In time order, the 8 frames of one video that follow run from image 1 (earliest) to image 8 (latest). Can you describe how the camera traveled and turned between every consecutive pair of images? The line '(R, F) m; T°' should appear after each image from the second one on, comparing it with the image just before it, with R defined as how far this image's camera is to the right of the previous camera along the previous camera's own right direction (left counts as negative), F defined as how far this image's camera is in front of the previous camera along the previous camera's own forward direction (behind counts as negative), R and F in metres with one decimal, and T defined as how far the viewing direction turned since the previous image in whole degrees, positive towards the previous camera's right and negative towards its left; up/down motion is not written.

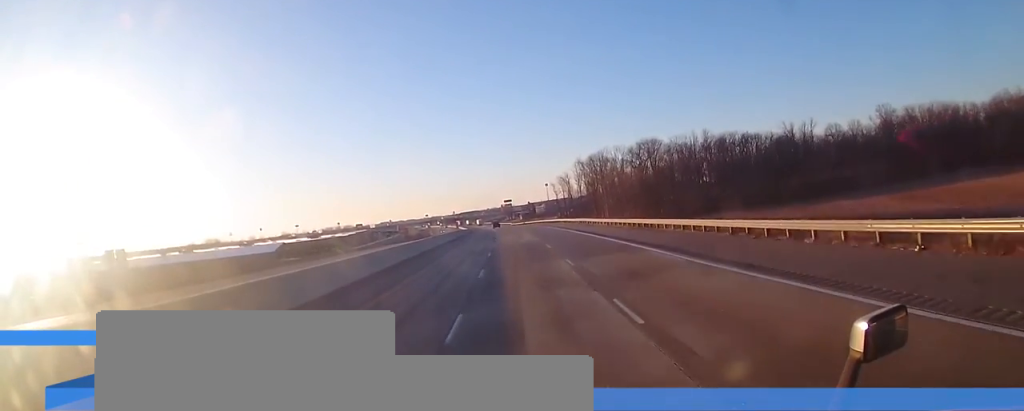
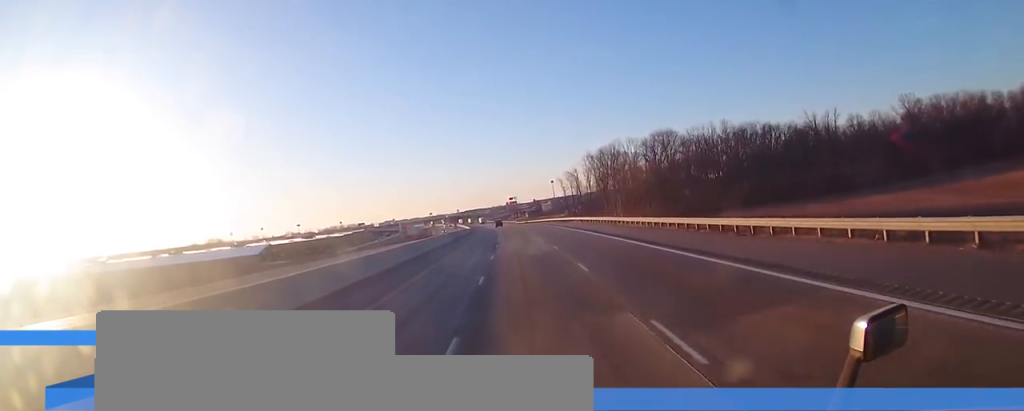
(-0.1, +14.9) m; 0°
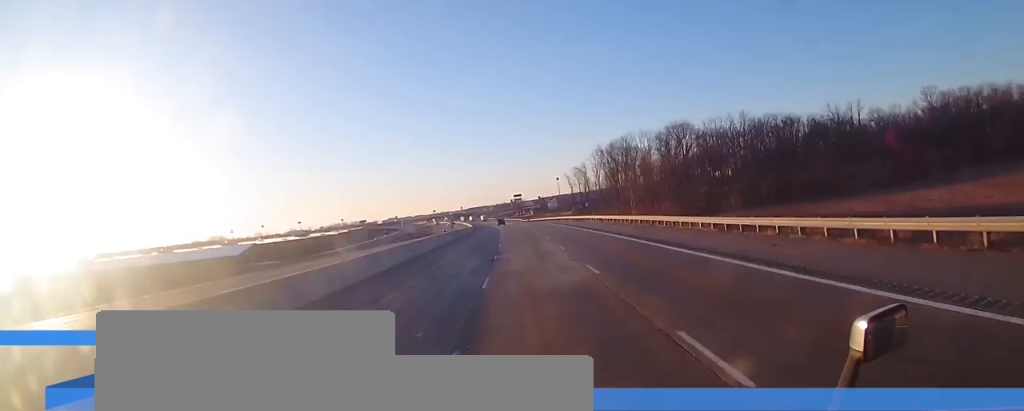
(+0.1, +14.0) m; 0°
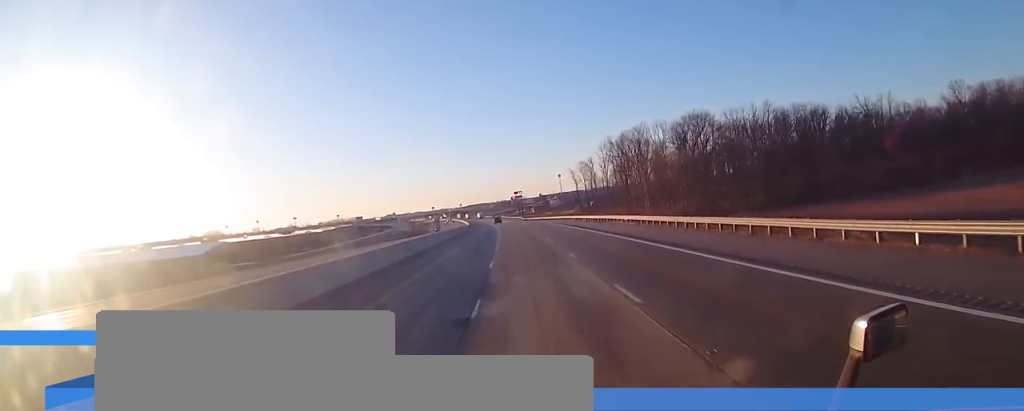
(-0.1, +17.9) m; -1°
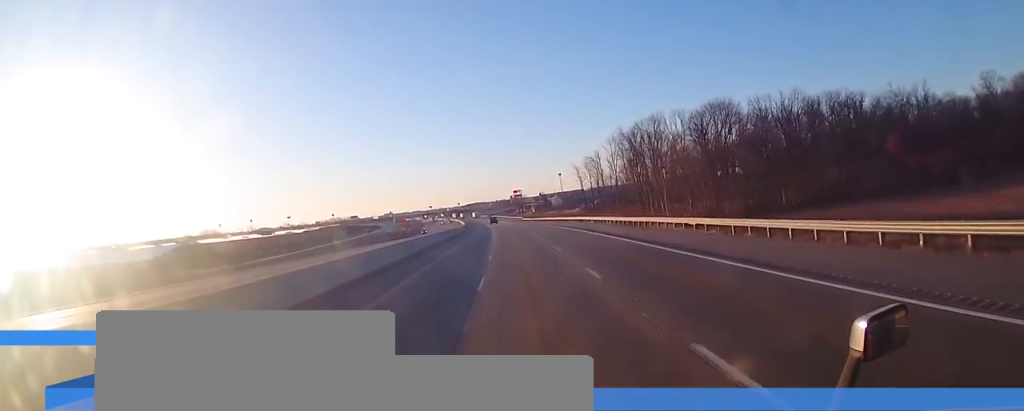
(-0.3, +19.9) m; -1°
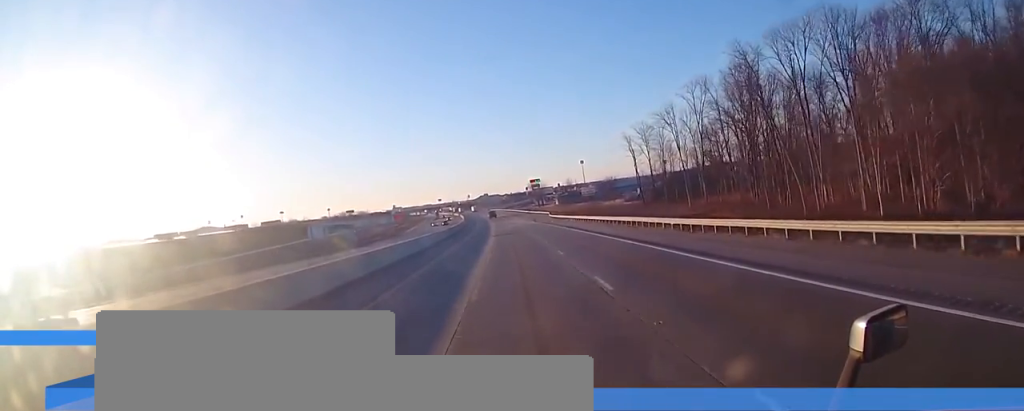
(0.0, +76.0) m; -1°
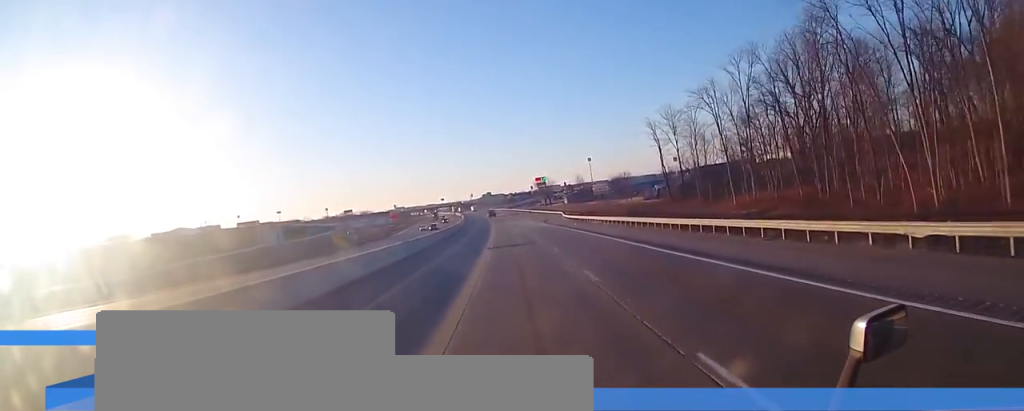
(-0.2, +22.7) m; -1°
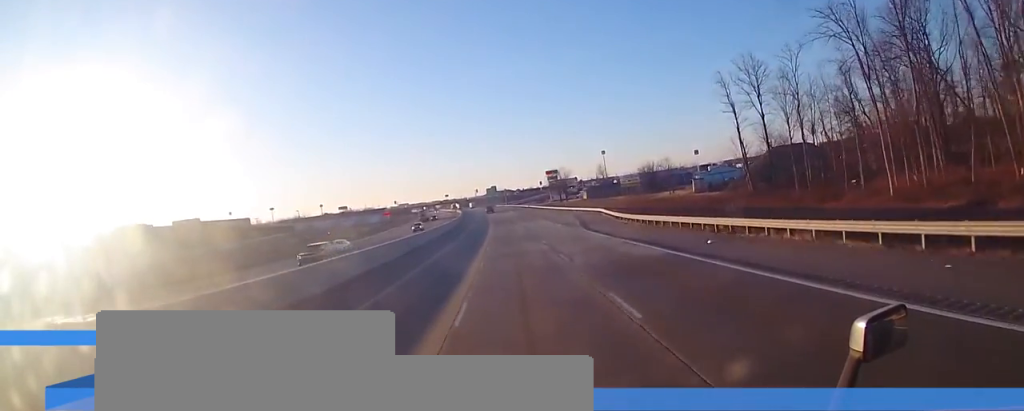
(-0.6, +42.9) m; -1°
